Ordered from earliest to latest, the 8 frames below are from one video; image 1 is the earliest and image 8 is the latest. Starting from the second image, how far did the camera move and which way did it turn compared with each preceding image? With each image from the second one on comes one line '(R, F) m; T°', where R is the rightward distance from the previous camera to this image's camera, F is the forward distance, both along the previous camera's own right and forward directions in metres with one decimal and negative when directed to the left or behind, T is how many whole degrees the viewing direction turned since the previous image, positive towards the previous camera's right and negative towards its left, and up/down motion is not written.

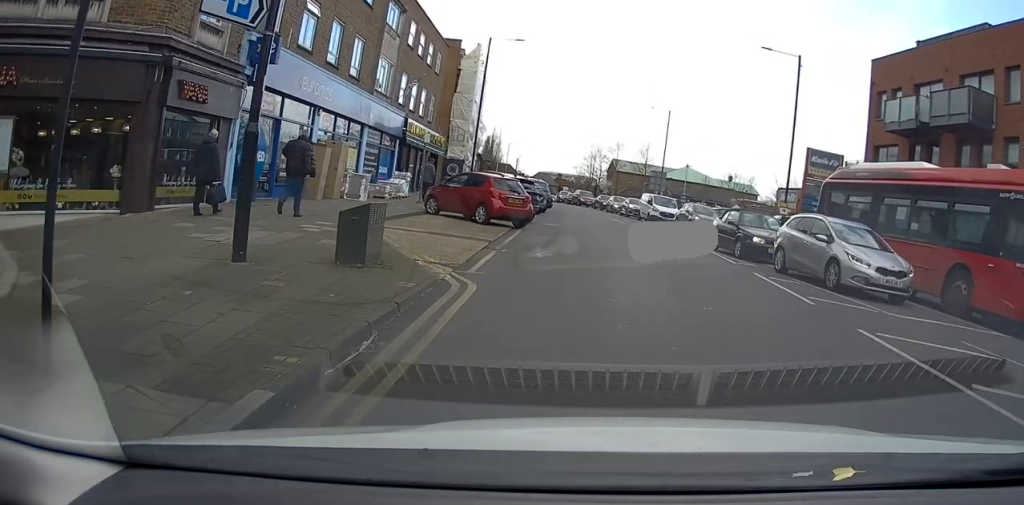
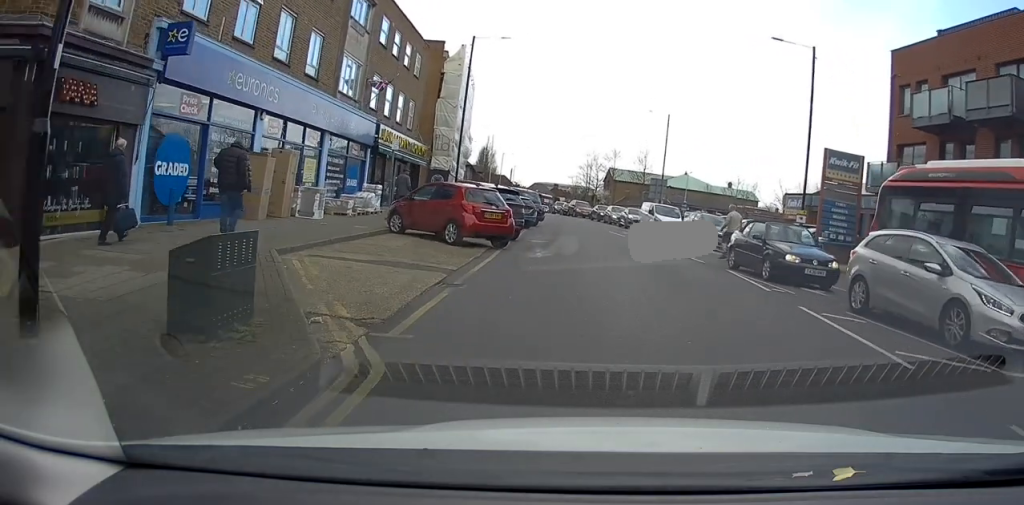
(+0.3, +3.5) m; +1°
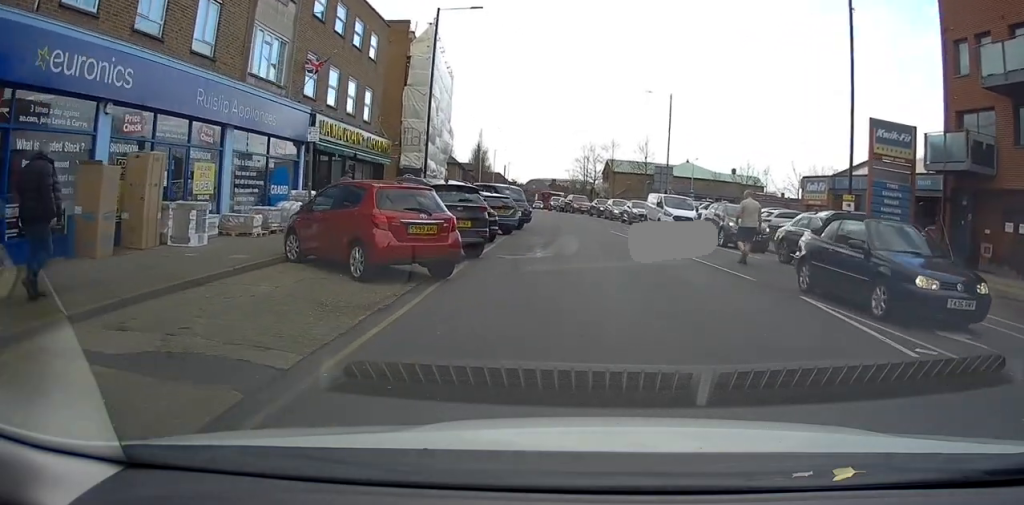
(-0.2, +6.3) m; -2°
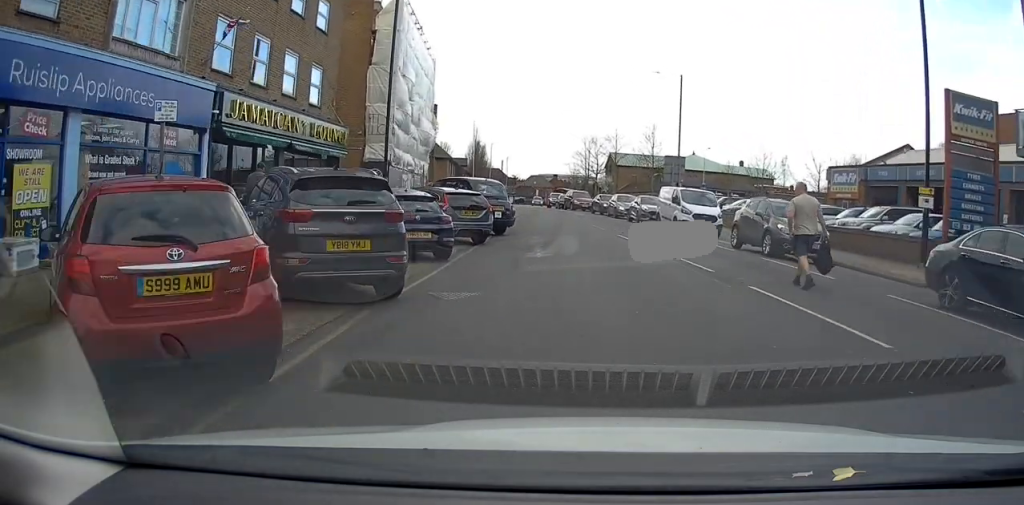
(0.0, +6.0) m; +1°
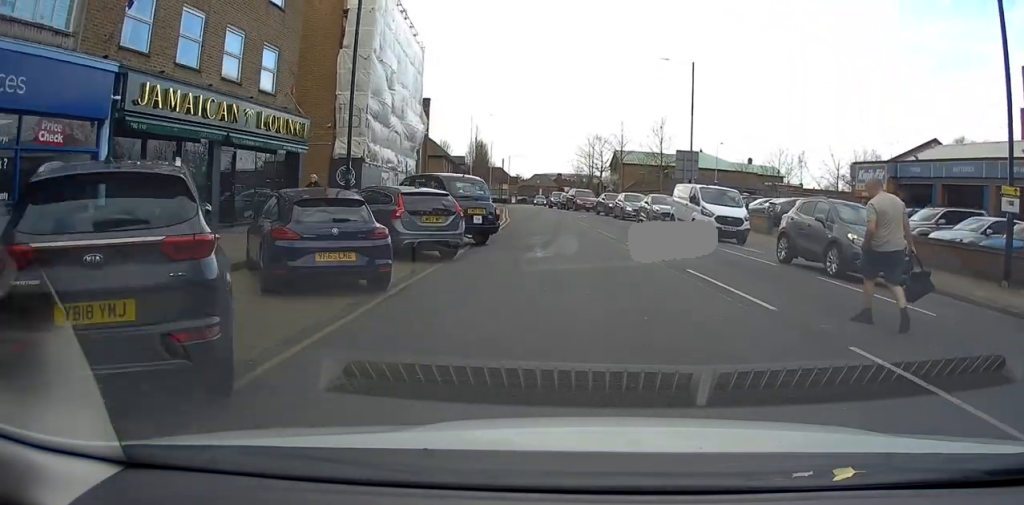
(0.0, +4.1) m; 0°
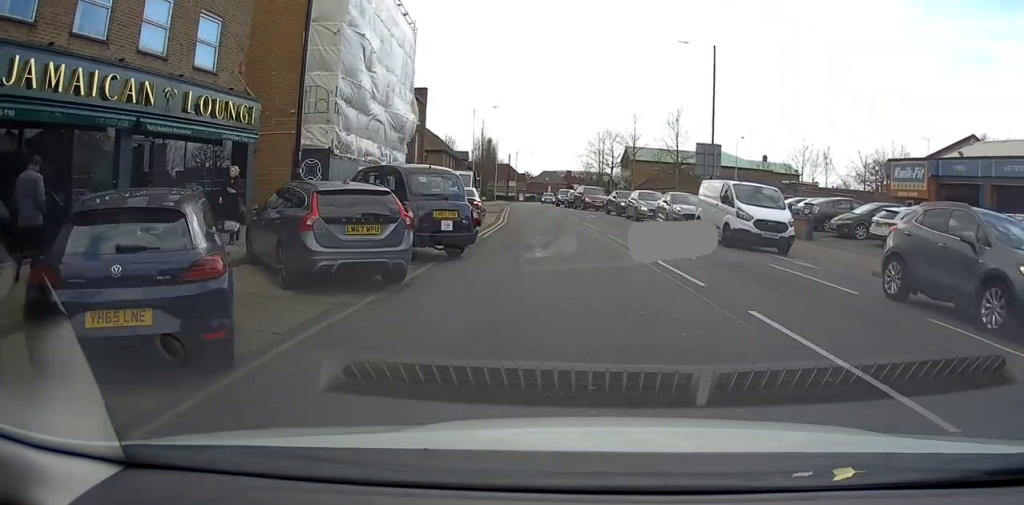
(0.0, +4.2) m; 0°
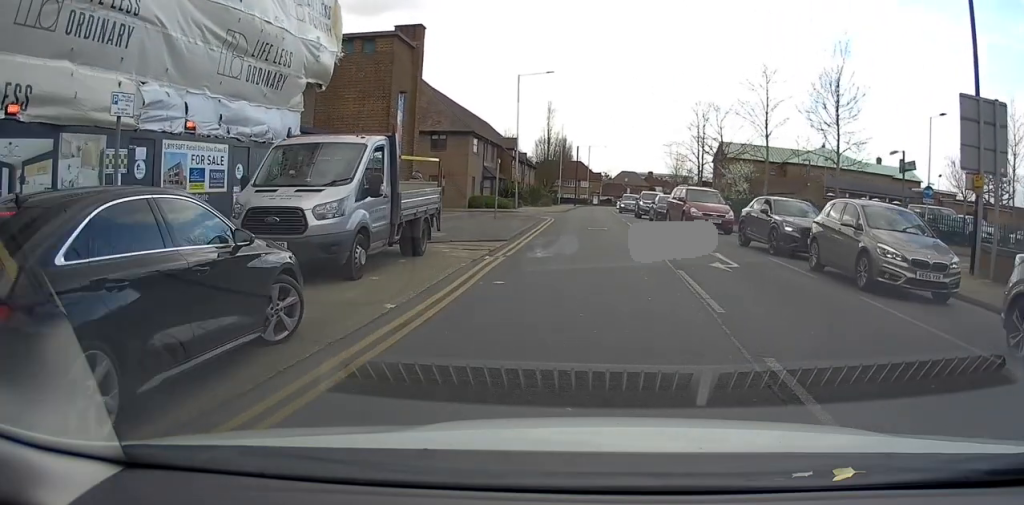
(-1.5, +22.0) m; -8°
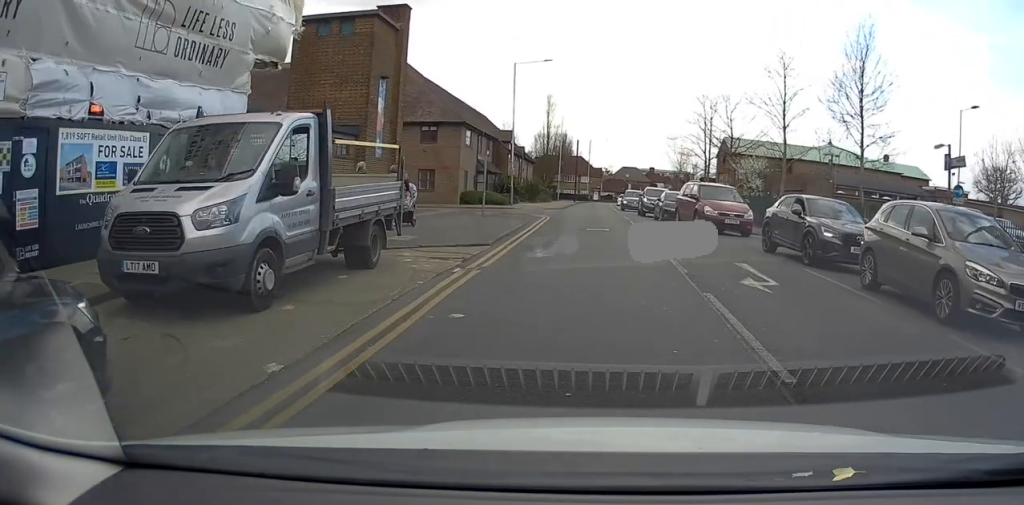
(+0.1, +3.1) m; -4°
